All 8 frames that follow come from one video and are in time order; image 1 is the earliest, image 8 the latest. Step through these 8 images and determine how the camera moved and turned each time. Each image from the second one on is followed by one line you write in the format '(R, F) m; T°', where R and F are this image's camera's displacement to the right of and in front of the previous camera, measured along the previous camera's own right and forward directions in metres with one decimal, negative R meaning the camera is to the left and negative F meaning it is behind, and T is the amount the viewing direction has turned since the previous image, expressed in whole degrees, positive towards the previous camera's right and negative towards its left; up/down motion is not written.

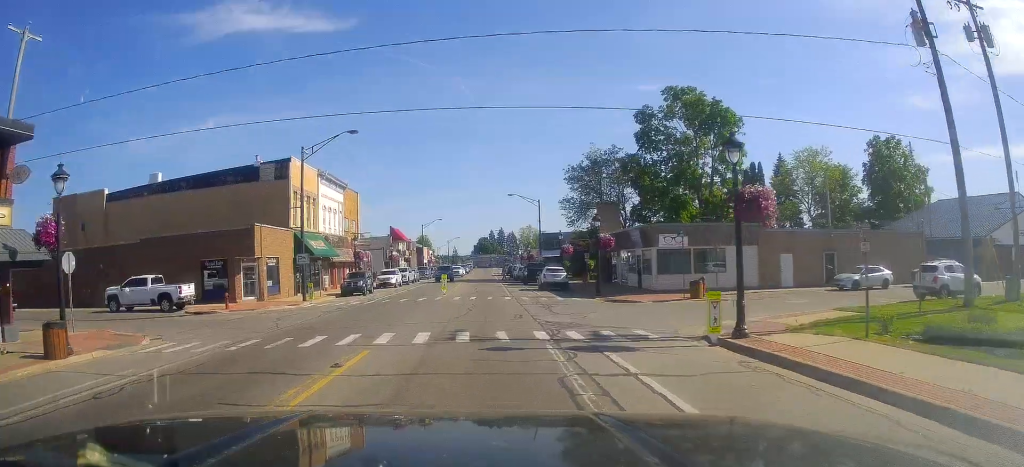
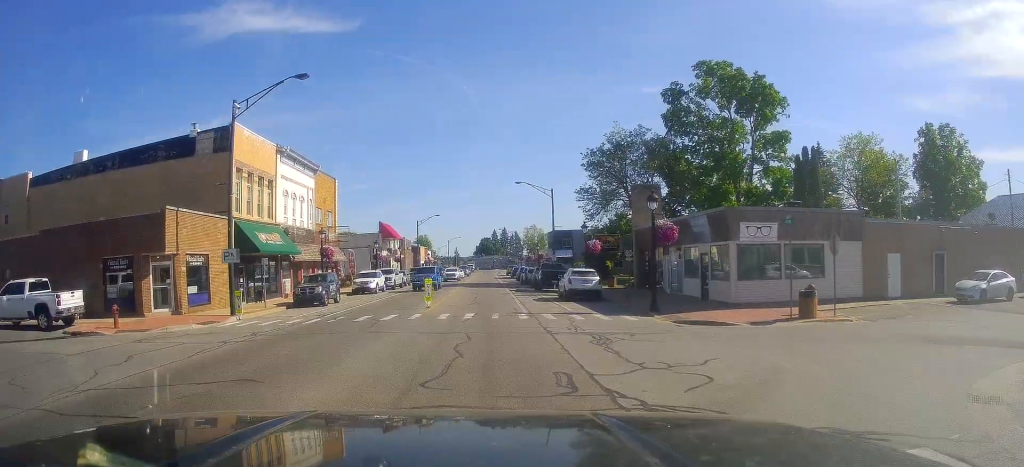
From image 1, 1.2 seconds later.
(0.0, +10.8) m; 0°
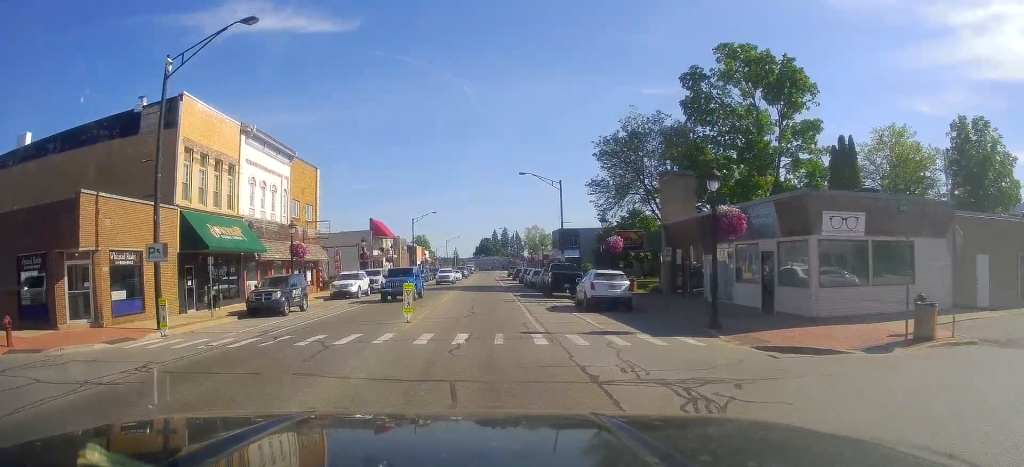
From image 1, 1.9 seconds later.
(0.0, +6.2) m; 0°
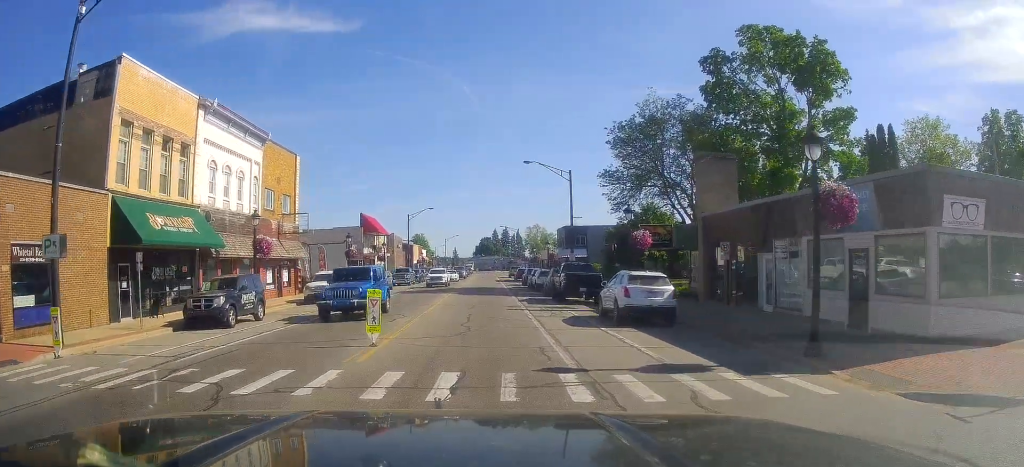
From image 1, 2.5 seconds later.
(0.0, +5.6) m; 0°
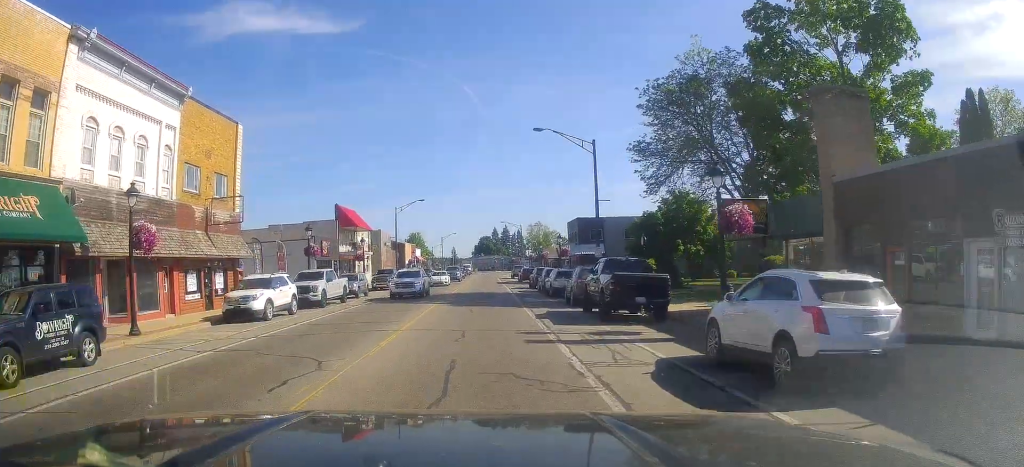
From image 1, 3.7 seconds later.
(0.0, +10.8) m; 0°
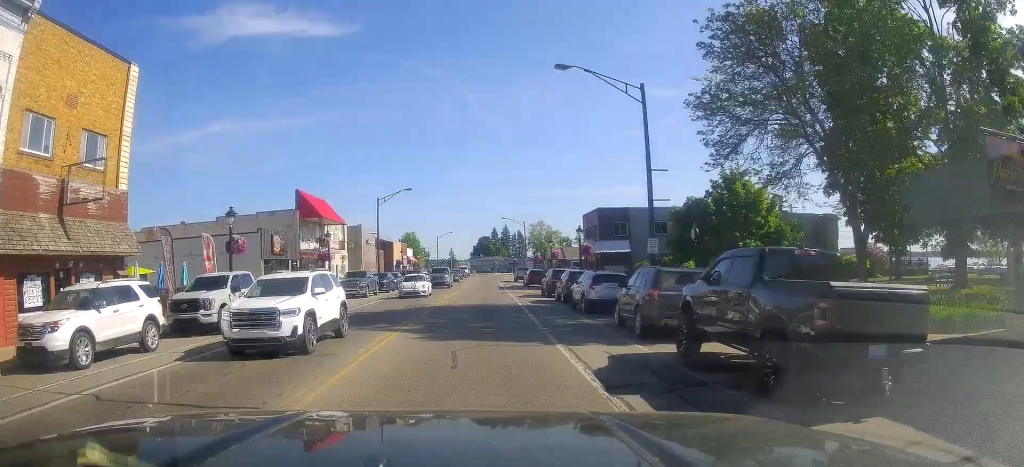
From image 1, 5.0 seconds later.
(0.0, +11.7) m; 0°
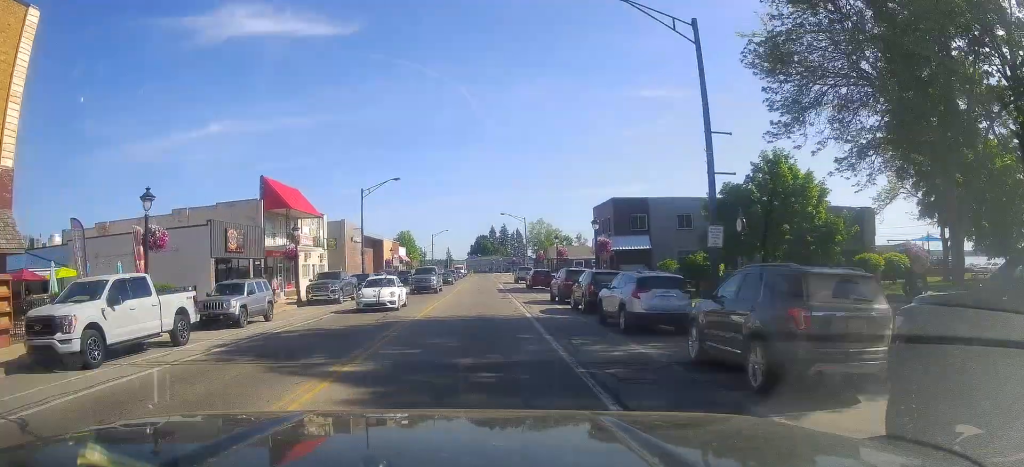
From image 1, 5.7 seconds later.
(0.0, +6.8) m; 0°
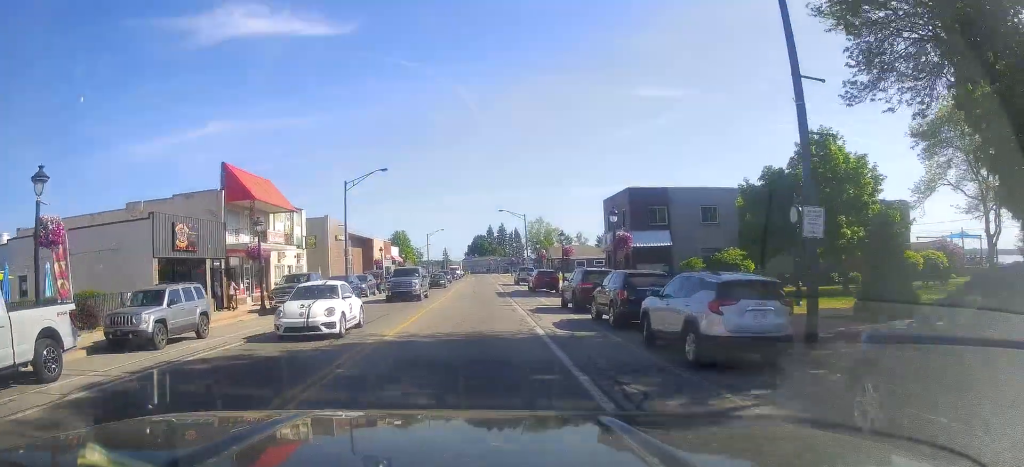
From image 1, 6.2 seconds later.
(0.0, +5.5) m; 0°
